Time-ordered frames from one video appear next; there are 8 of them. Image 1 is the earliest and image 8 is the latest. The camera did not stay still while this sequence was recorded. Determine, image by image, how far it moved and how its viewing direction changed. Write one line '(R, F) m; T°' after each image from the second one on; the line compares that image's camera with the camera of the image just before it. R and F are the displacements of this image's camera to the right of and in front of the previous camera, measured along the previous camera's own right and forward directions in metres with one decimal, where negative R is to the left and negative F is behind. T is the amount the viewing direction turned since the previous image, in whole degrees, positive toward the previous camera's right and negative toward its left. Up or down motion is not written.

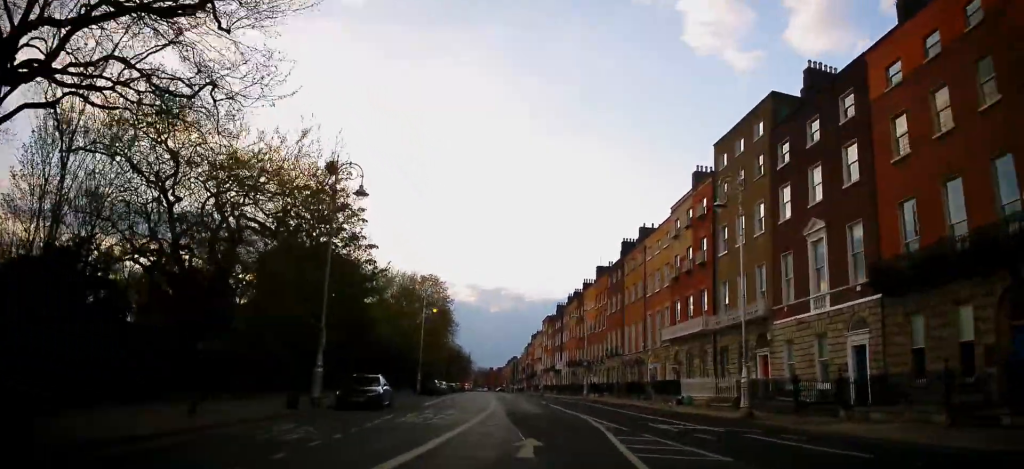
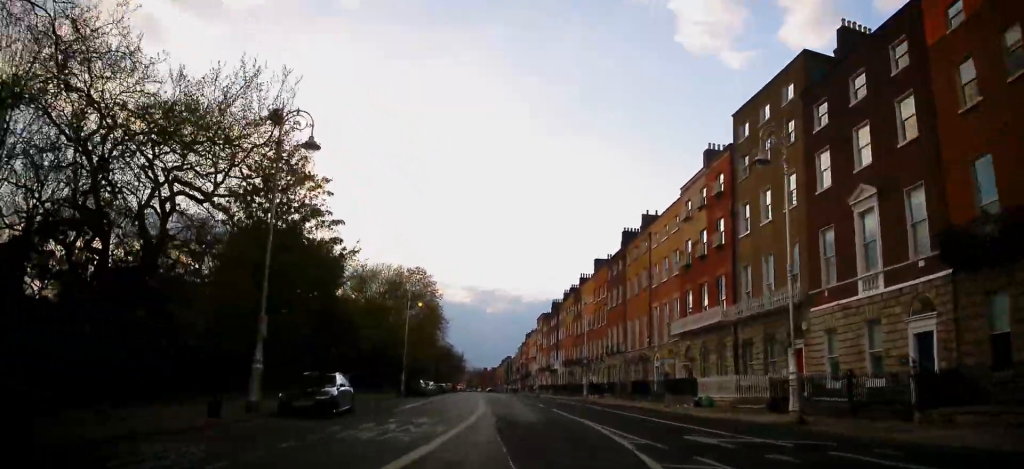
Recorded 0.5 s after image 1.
(0.0, +5.4) m; 0°
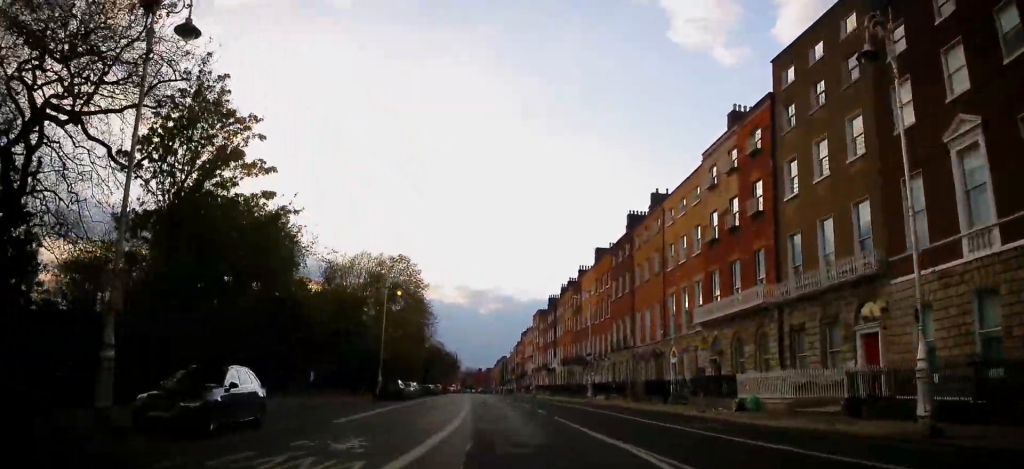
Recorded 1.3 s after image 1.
(0.0, +7.7) m; +1°
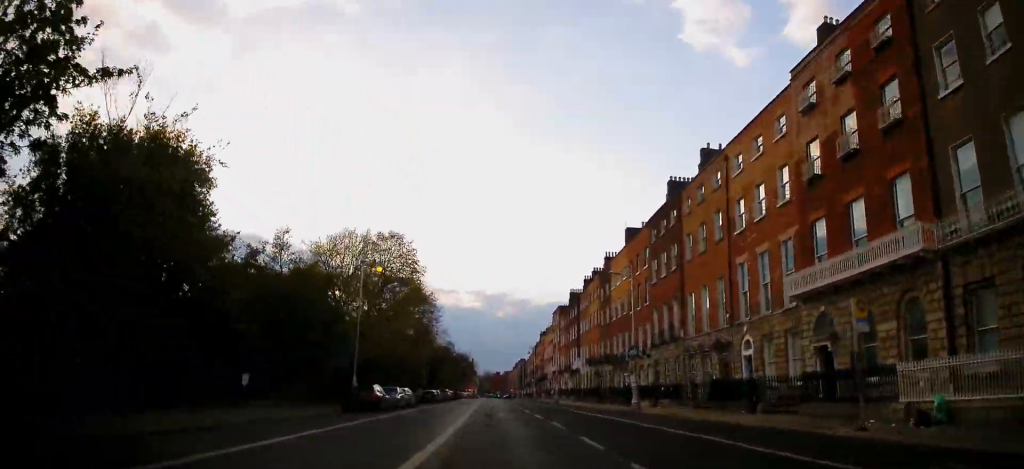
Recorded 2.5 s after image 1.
(+0.2, +12.3) m; +2°
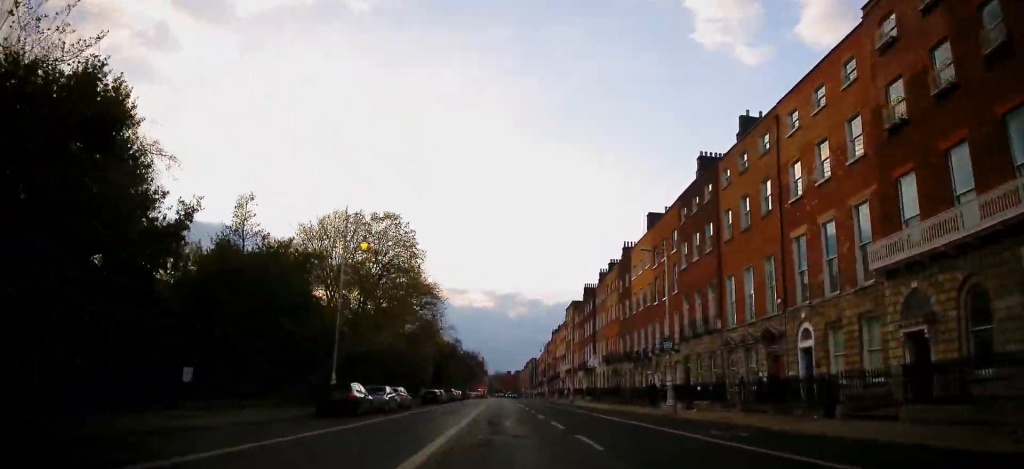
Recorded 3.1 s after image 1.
(+0.1, +6.1) m; +1°
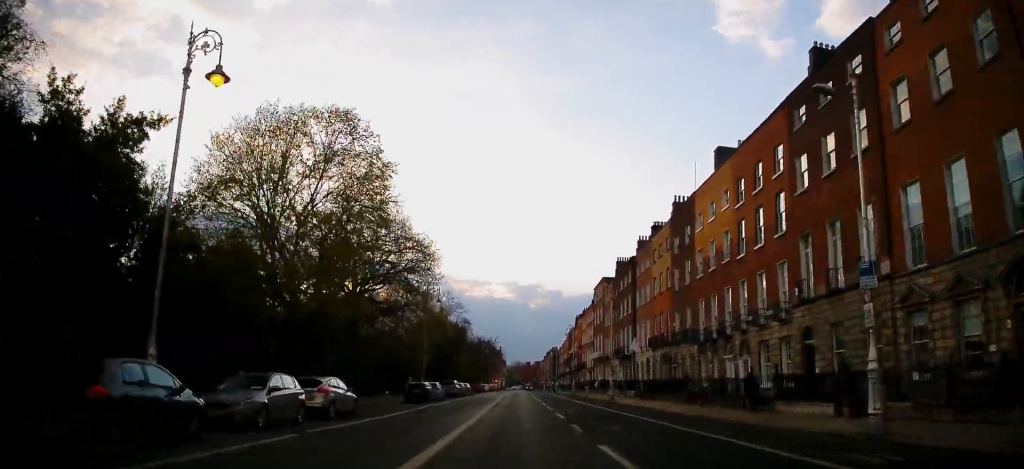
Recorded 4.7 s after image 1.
(0.0, +16.9) m; -1°
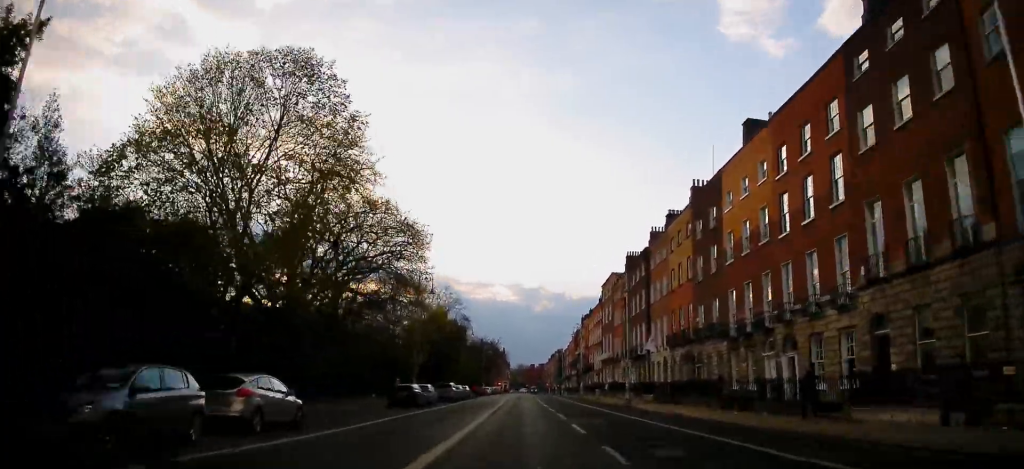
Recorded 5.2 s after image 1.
(-0.1, +5.8) m; -1°
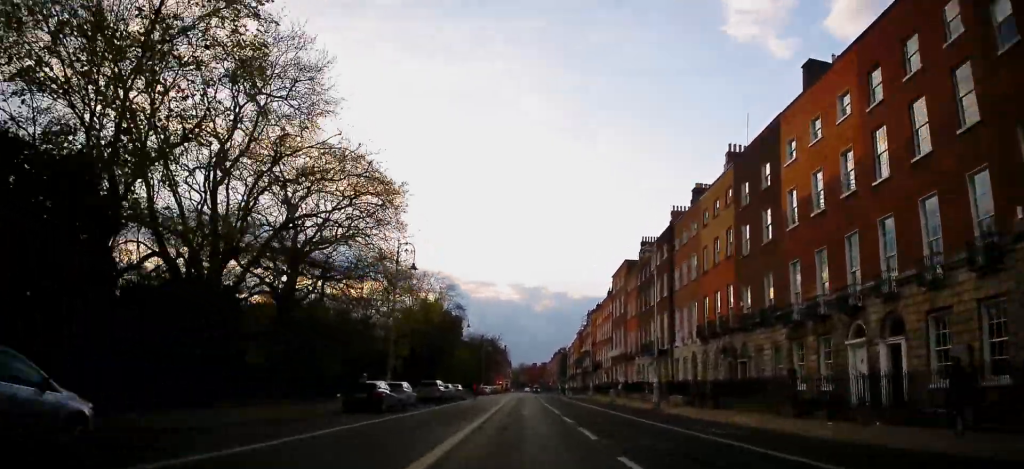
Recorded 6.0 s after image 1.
(-0.1, +9.2) m; -1°
